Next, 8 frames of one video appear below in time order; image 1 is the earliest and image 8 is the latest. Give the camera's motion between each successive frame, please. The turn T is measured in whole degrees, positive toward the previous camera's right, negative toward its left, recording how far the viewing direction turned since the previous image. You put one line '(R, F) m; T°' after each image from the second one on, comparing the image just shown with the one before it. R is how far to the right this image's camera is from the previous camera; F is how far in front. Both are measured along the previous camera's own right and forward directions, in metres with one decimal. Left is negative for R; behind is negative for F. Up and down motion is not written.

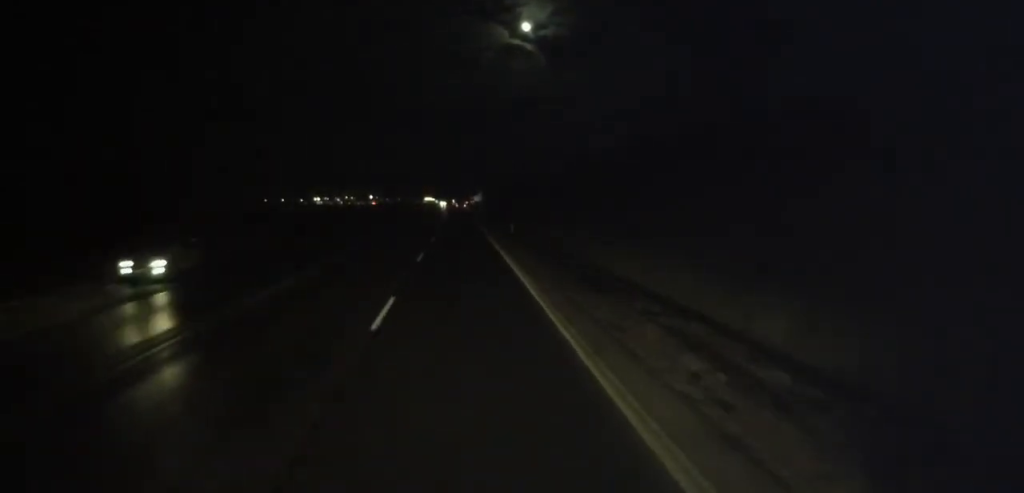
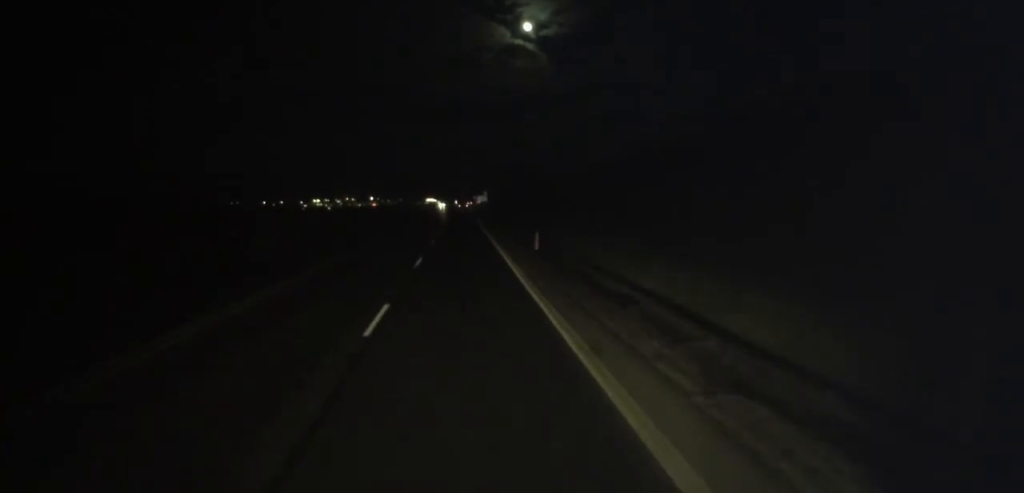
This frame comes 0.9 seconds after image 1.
(-0.3, +14.3) m; -2°
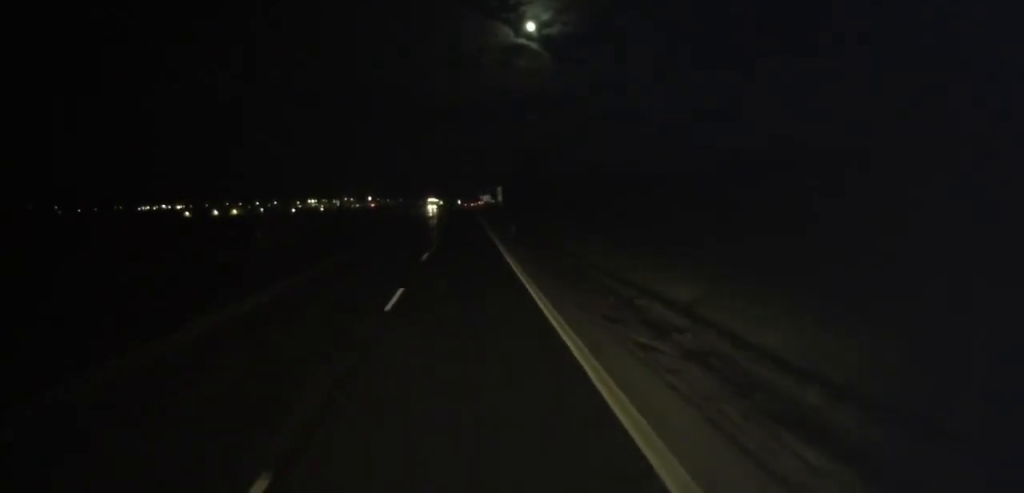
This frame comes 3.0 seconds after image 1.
(-0.5, +35.6) m; 0°
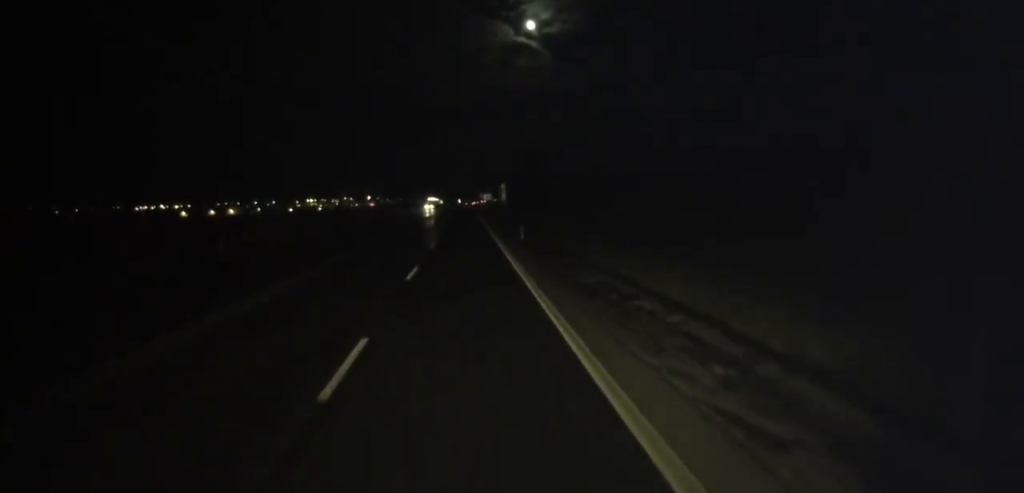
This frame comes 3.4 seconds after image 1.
(-0.1, +6.9) m; +1°
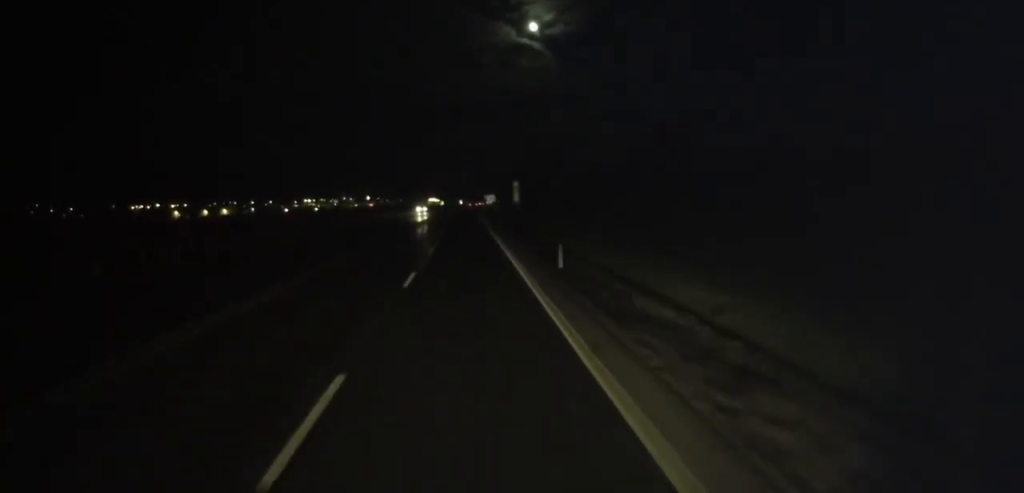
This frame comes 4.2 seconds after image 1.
(+0.5, +15.1) m; 0°
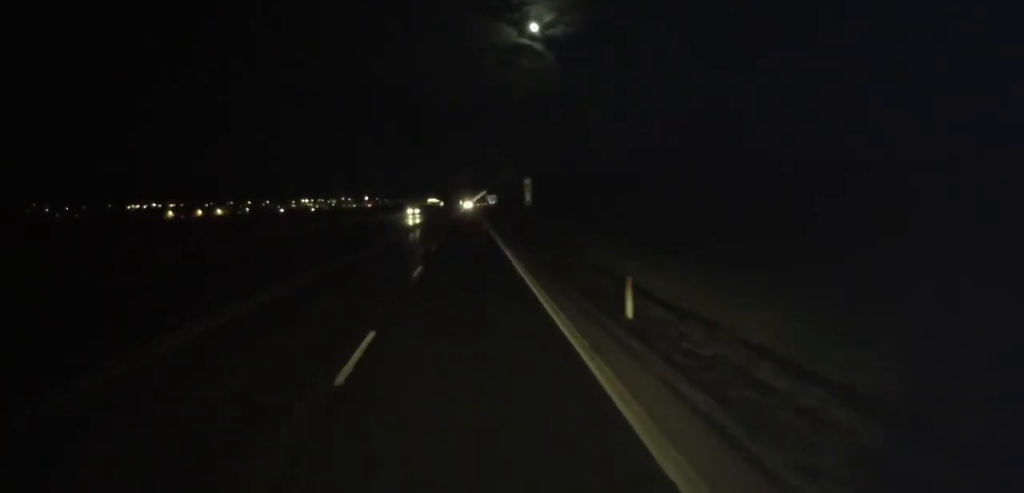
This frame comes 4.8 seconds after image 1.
(-0.2, +9.9) m; -1°
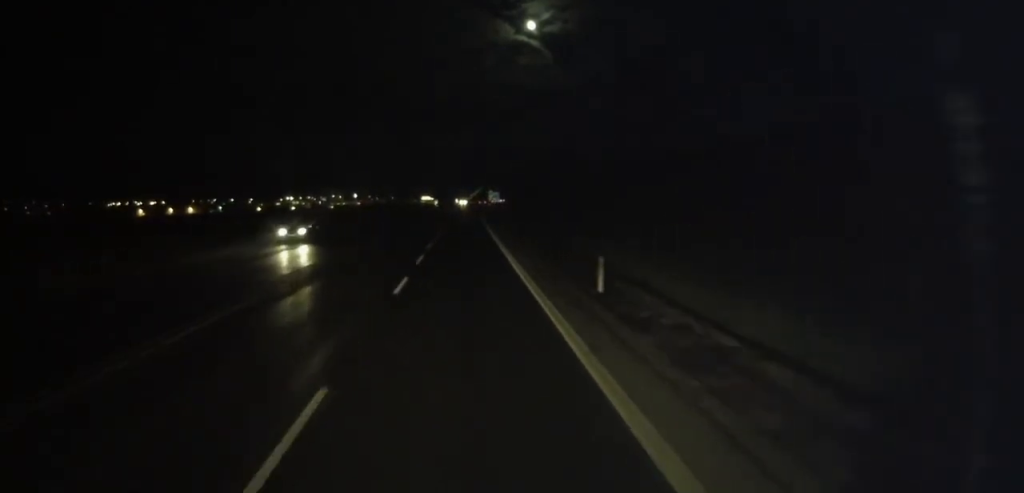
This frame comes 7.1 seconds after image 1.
(0.0, +39.4) m; +1°
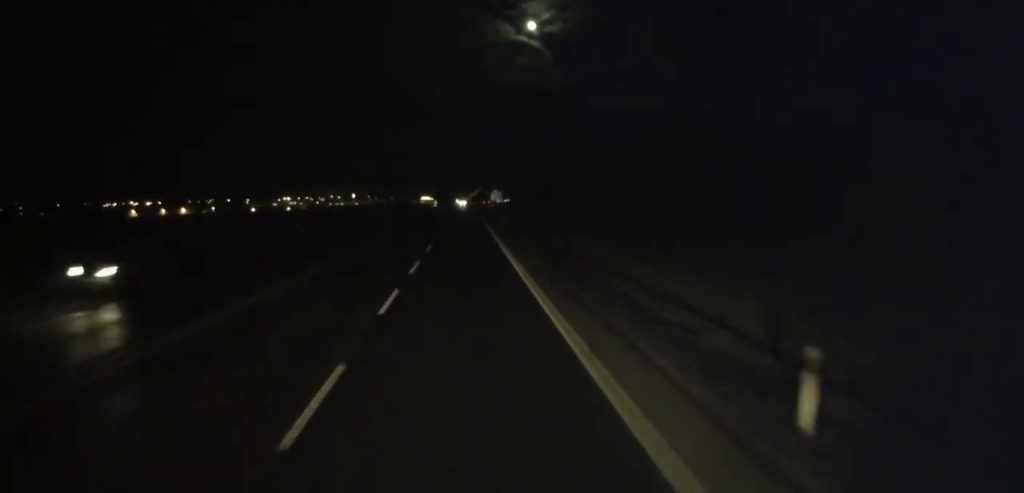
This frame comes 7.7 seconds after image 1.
(0.0, +10.9) m; -1°
